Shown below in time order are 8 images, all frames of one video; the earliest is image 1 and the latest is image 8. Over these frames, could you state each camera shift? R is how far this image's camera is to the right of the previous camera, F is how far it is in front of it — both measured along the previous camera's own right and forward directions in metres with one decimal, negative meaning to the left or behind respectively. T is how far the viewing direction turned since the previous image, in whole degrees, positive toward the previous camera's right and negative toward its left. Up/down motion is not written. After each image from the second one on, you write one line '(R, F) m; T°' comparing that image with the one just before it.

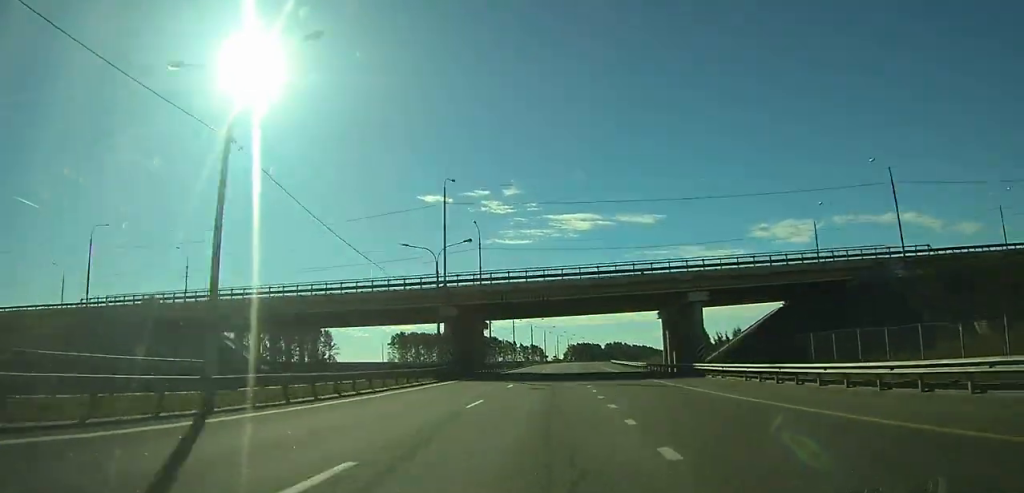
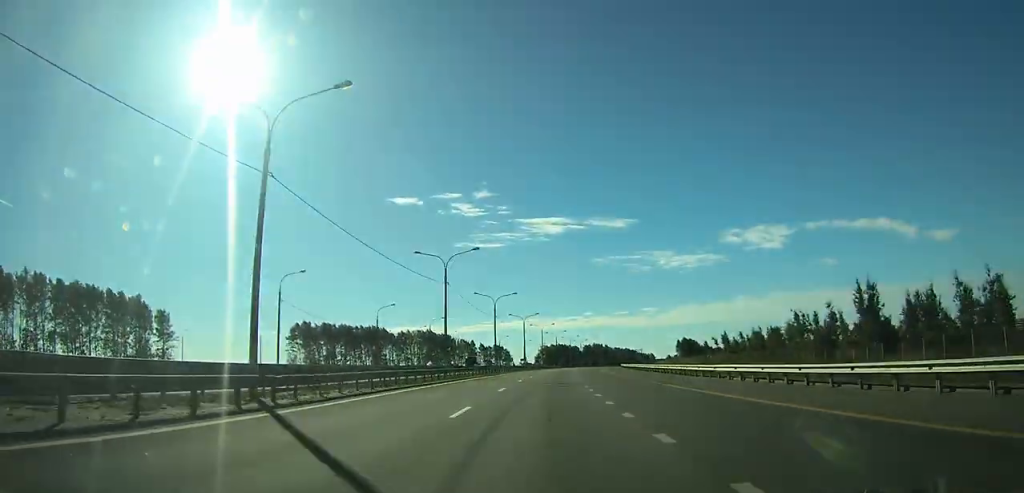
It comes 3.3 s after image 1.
(+2.4, +85.3) m; +2°
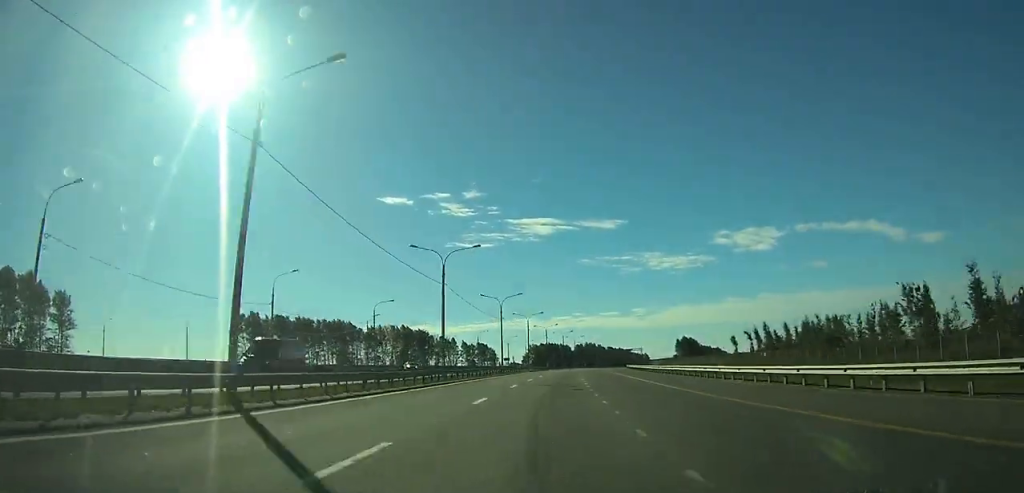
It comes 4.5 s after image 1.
(+0.1, +33.5) m; +1°
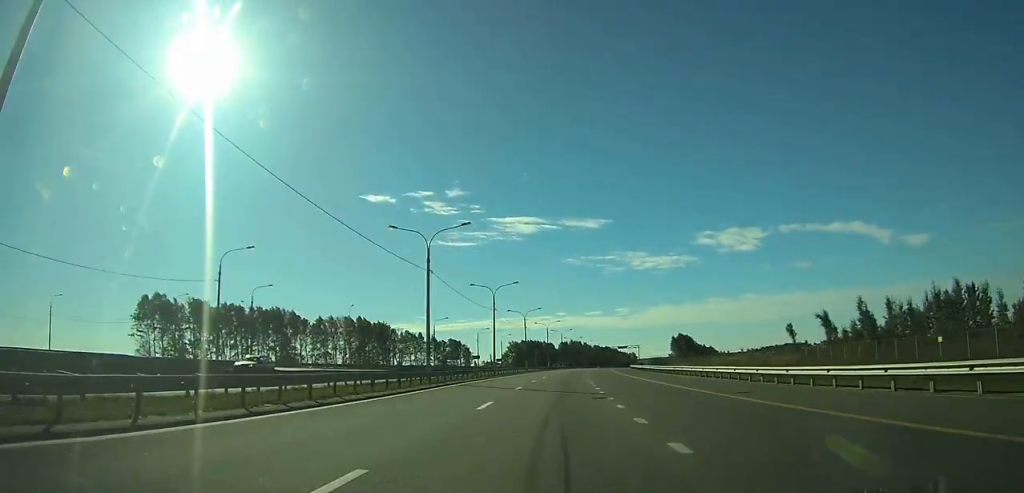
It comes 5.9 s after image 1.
(-0.2, +41.4) m; +1°
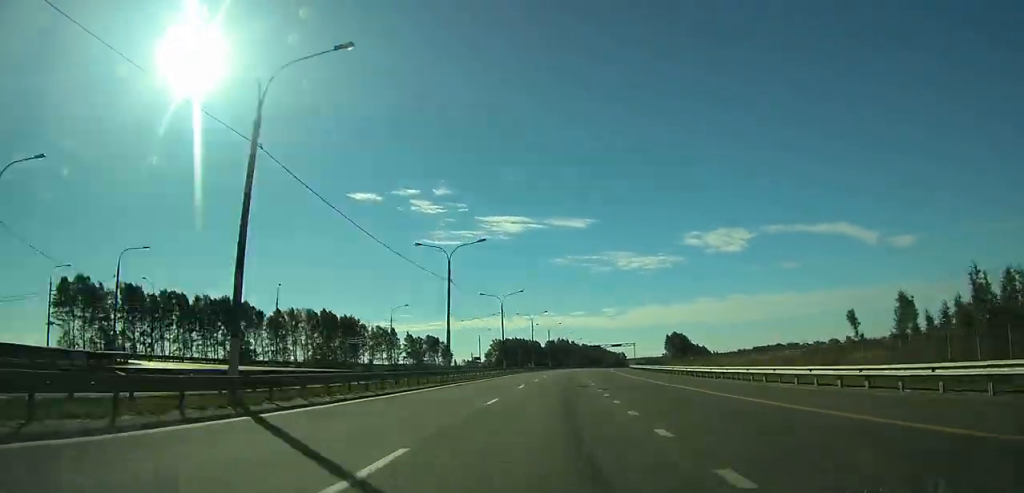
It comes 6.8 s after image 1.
(+0.6, +23.9) m; +1°
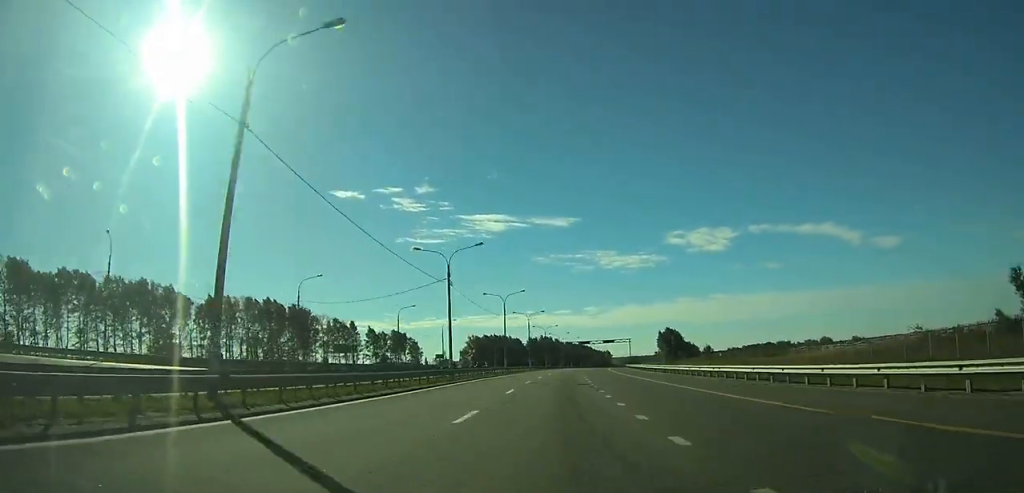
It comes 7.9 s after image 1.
(+0.2, +31.2) m; +2°
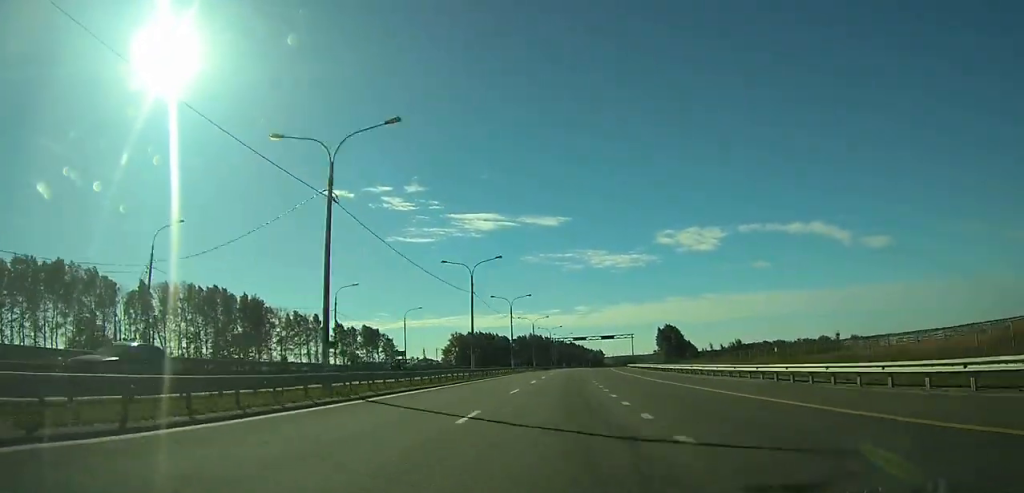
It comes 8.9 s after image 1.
(+0.6, +24.9) m; +1°
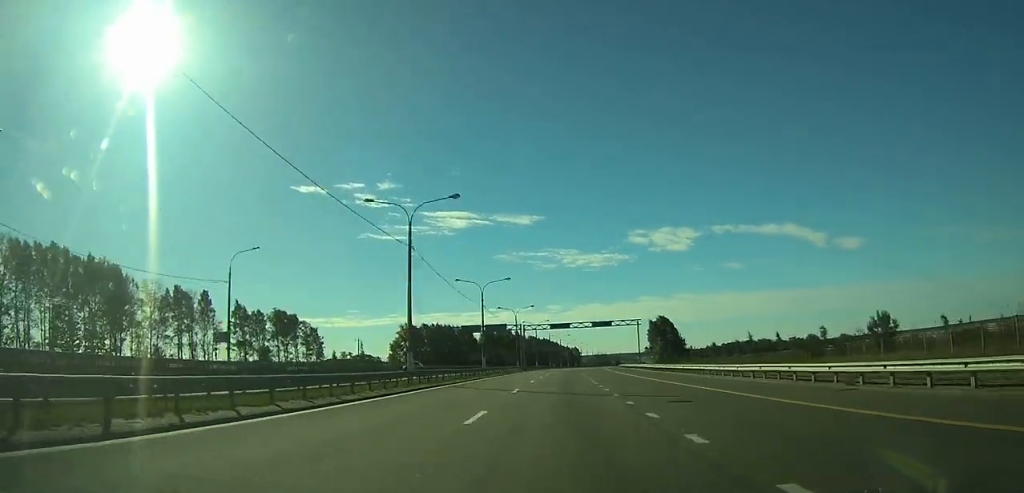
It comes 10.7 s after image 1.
(+1.2, +49.2) m; +3°
